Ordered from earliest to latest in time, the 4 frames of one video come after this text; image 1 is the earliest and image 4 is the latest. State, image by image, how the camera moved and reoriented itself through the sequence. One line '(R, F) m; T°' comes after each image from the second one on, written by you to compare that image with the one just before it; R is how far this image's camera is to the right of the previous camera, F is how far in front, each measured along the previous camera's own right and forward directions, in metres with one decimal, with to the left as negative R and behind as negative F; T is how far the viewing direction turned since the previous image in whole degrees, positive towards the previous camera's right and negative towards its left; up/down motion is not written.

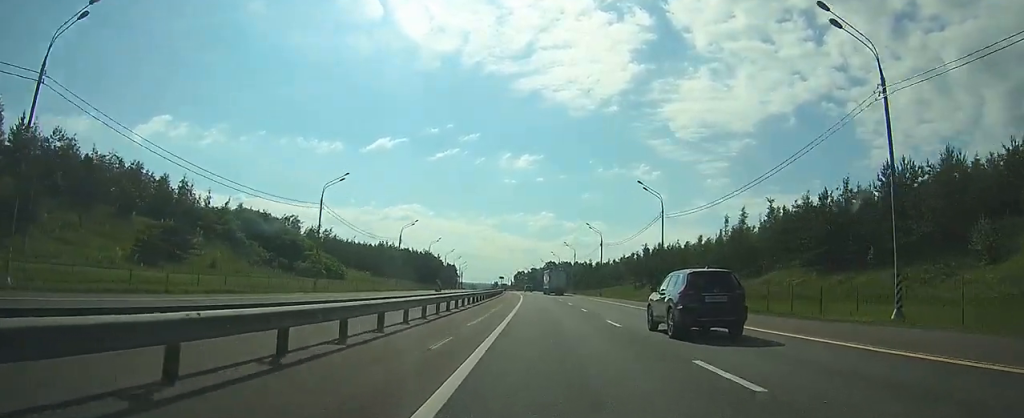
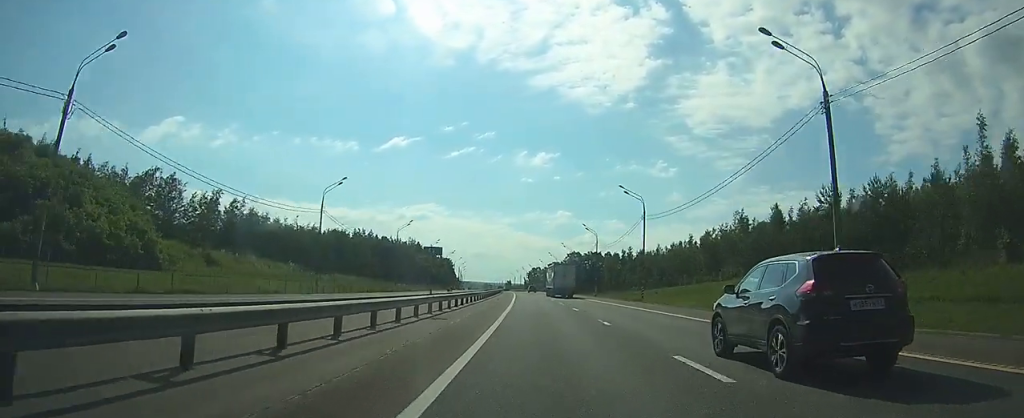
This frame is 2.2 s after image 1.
(-0.6, +71.2) m; -1°
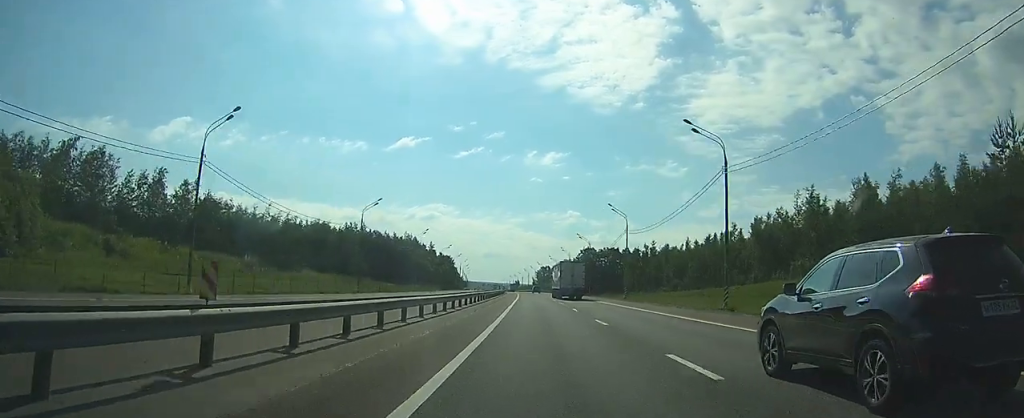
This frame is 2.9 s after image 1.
(0.0, +23.6) m; 0°
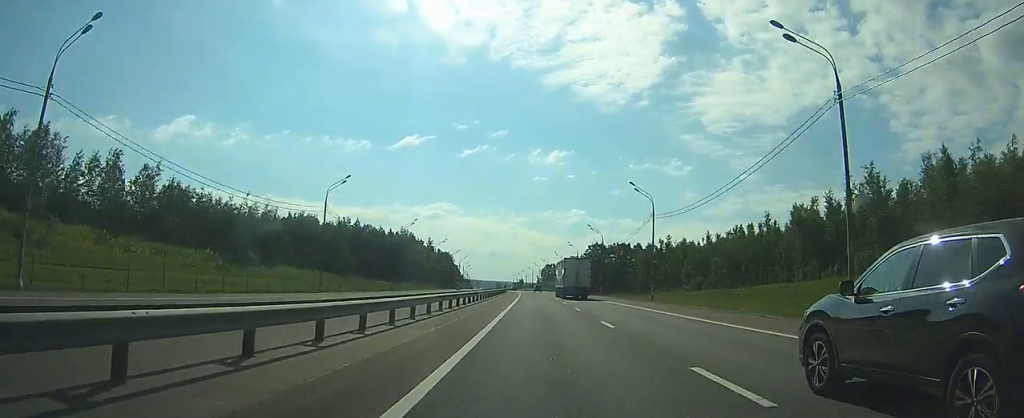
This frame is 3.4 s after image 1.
(+0.1, +13.9) m; 0°
